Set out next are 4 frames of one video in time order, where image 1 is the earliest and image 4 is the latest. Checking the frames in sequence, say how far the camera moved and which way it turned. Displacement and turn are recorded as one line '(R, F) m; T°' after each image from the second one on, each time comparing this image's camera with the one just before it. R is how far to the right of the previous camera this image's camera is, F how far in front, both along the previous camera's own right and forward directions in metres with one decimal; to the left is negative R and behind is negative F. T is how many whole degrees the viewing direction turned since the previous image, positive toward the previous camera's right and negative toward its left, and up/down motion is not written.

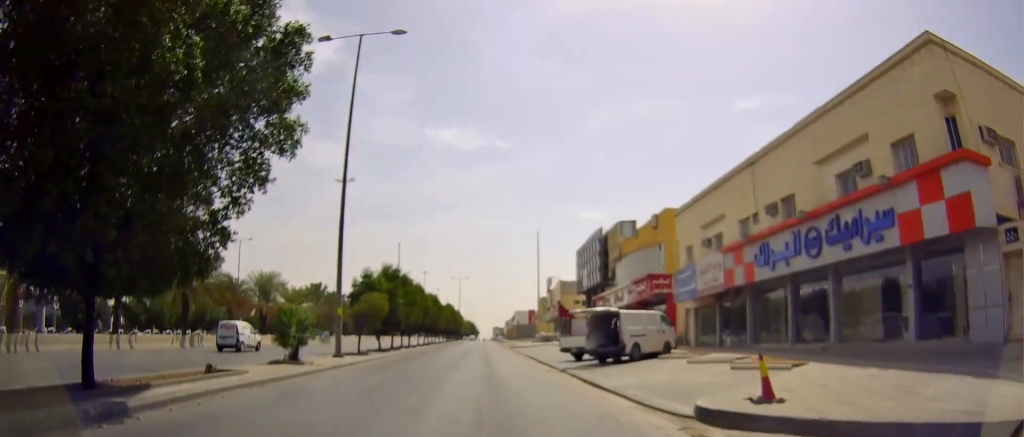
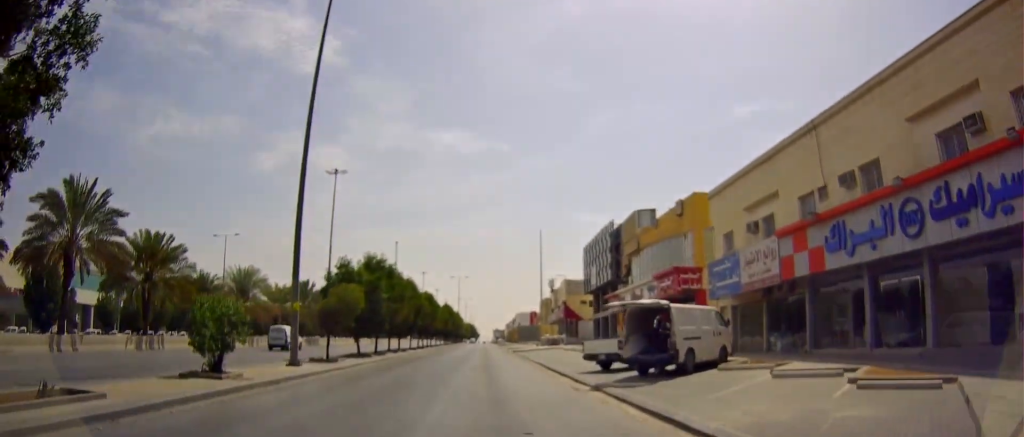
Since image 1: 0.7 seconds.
(0.0, +6.2) m; +1°
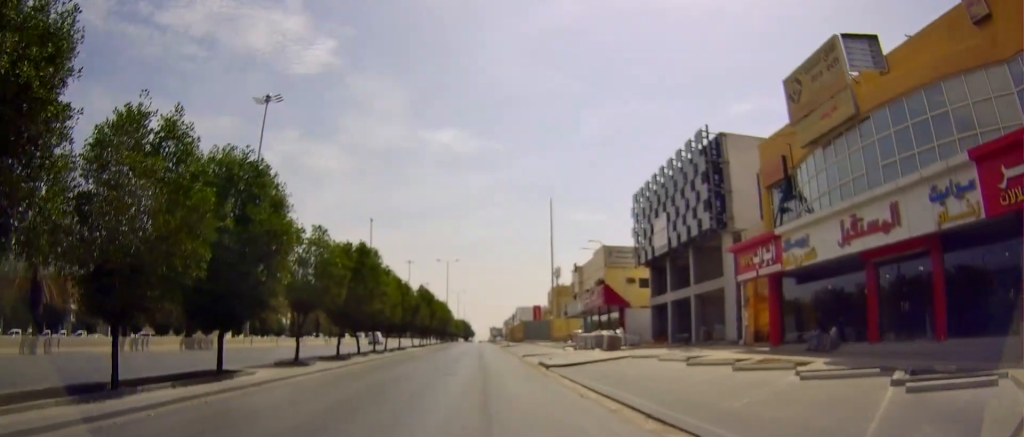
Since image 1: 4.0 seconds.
(-1.1, +29.6) m; -1°
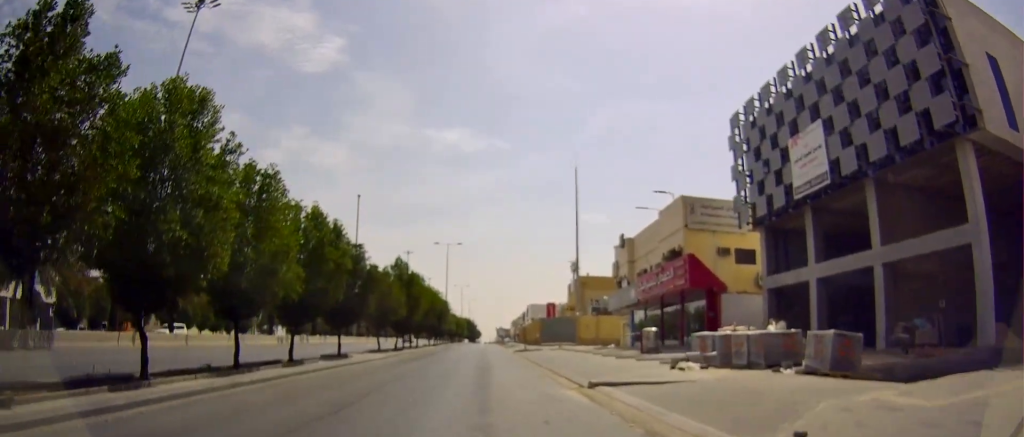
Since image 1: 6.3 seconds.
(+0.5, +21.8) m; 0°
